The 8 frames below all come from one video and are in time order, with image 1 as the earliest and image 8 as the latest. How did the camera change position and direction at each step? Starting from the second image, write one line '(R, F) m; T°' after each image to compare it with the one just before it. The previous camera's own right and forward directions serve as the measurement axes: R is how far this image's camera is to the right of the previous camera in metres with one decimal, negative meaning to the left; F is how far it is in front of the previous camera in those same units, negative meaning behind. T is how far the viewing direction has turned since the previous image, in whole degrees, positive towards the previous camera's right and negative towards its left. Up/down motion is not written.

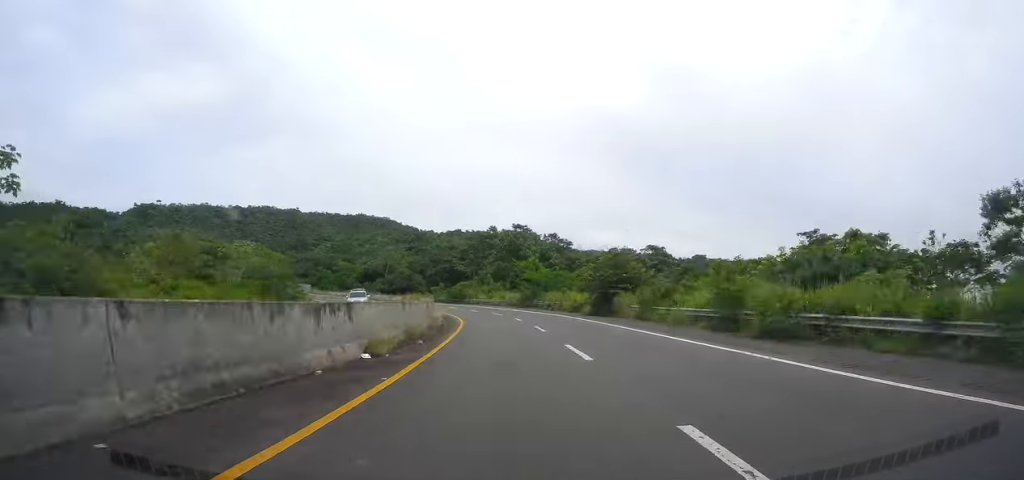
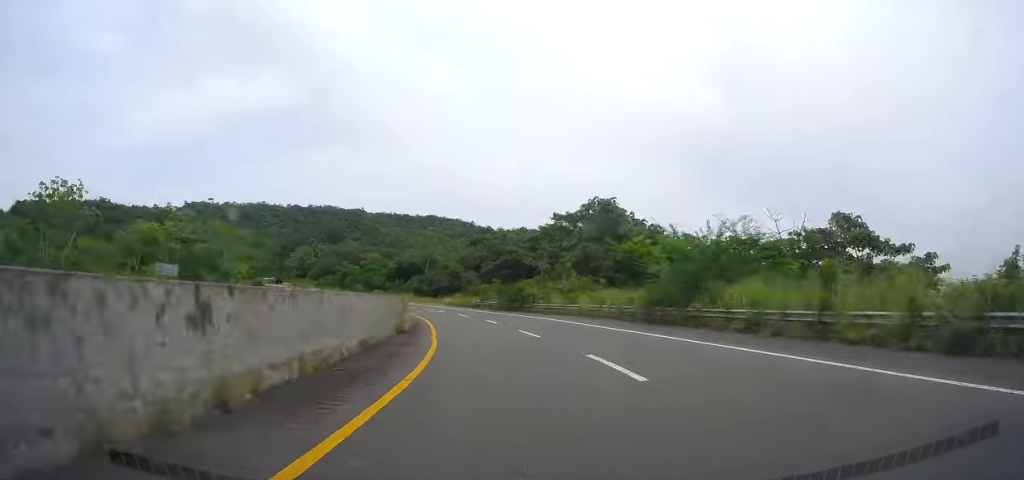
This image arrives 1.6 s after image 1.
(-0.8, +39.2) m; -6°
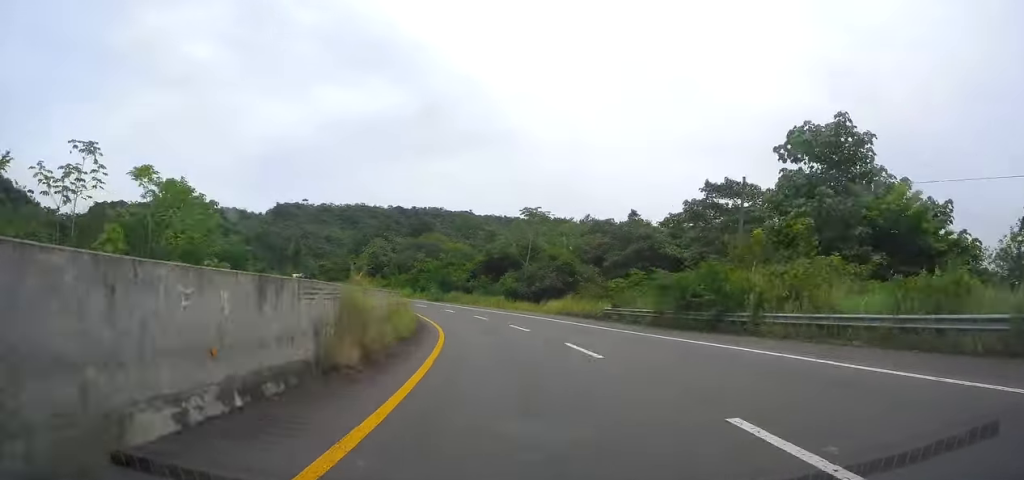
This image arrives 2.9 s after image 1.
(-1.4, +31.9) m; -8°
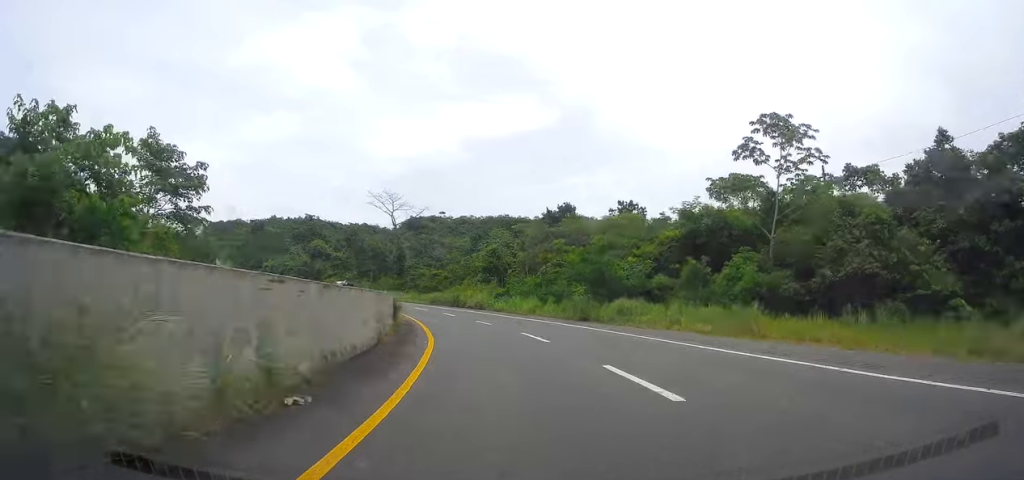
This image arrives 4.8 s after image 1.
(-4.8, +41.6) m; -14°
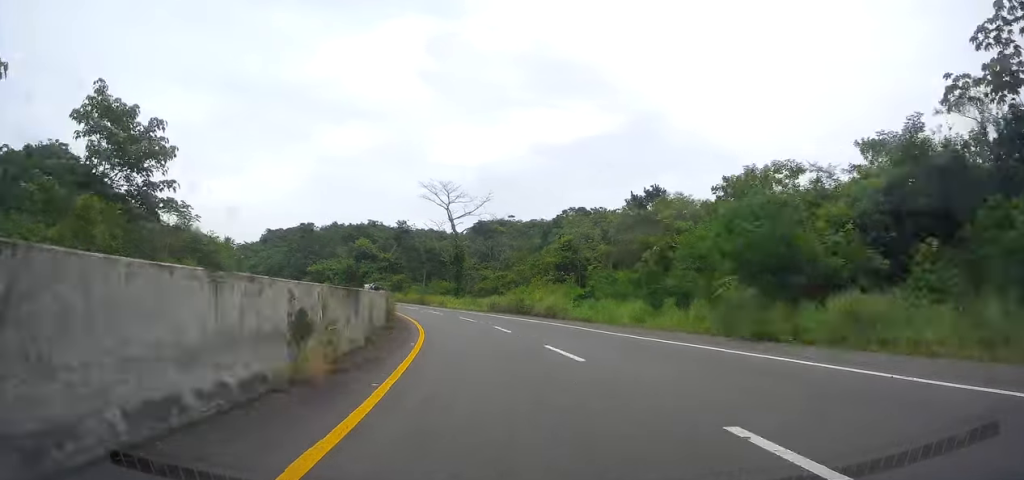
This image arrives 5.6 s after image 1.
(-0.7, +18.5) m; -7°
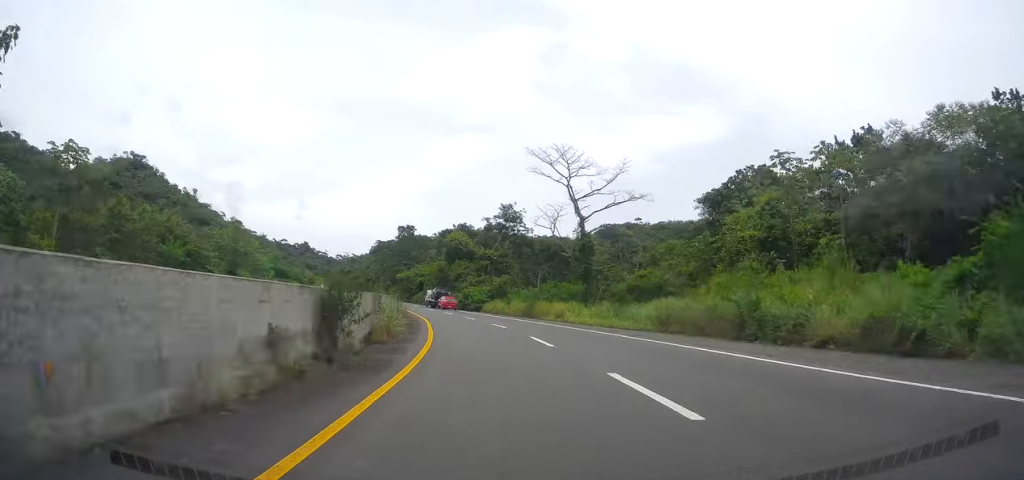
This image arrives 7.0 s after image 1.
(-3.0, +30.9) m; -12°
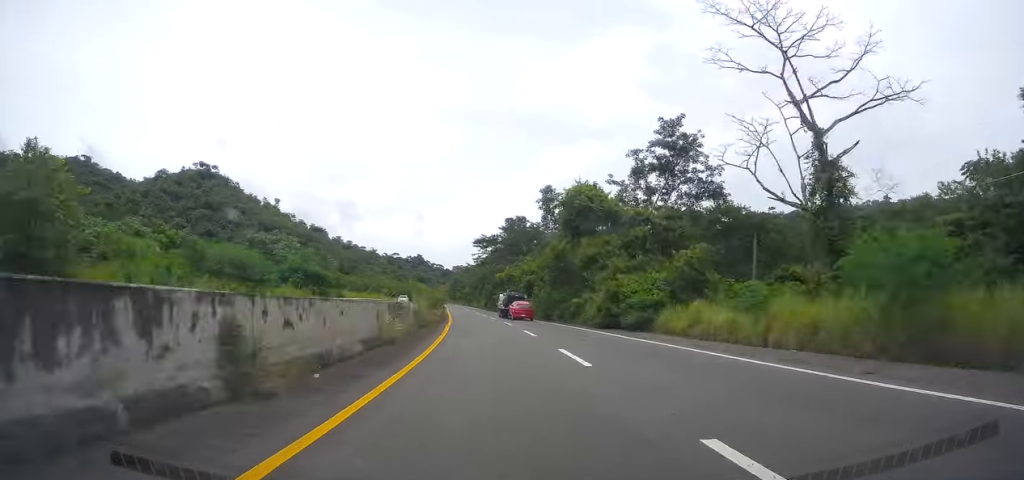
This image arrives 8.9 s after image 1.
(-5.9, +40.3) m; -14°
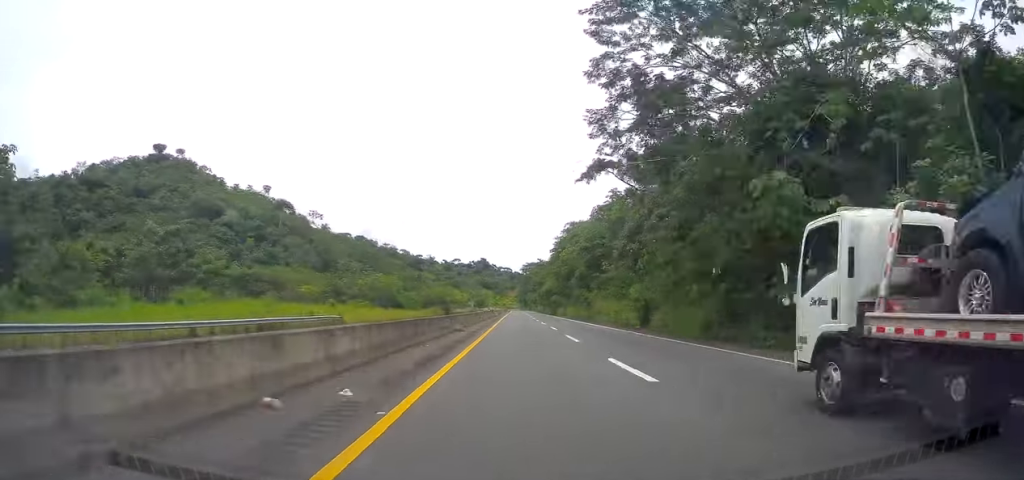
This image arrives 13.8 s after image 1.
(-17.3, +98.1) m; -13°
